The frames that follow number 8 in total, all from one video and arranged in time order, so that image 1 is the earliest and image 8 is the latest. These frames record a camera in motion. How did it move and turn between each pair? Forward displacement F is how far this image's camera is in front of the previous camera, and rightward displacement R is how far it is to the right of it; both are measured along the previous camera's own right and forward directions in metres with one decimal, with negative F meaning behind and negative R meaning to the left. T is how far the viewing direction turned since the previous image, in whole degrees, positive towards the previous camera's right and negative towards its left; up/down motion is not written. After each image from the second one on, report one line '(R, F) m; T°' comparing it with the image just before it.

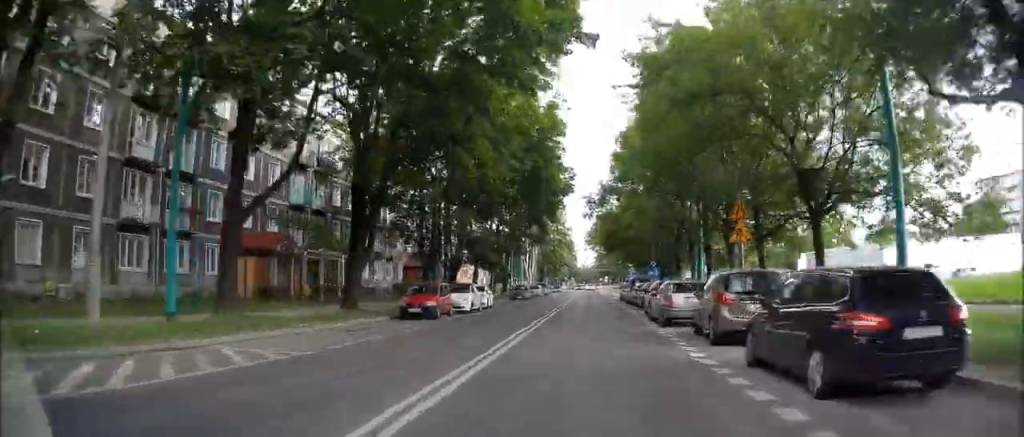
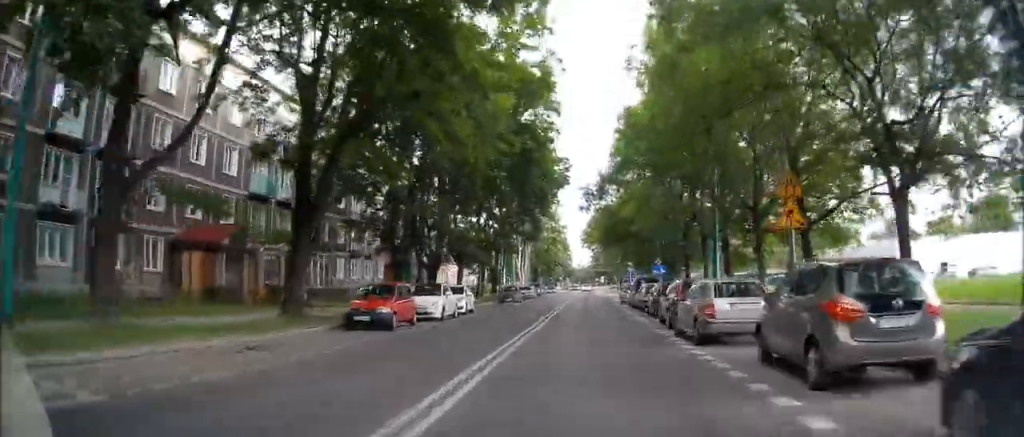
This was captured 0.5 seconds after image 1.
(0.0, +5.6) m; -1°
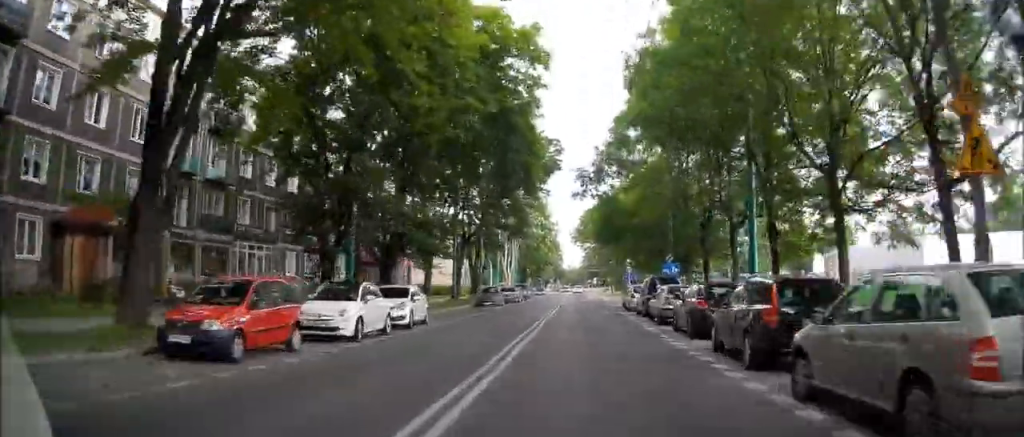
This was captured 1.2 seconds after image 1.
(-0.2, +9.2) m; -1°
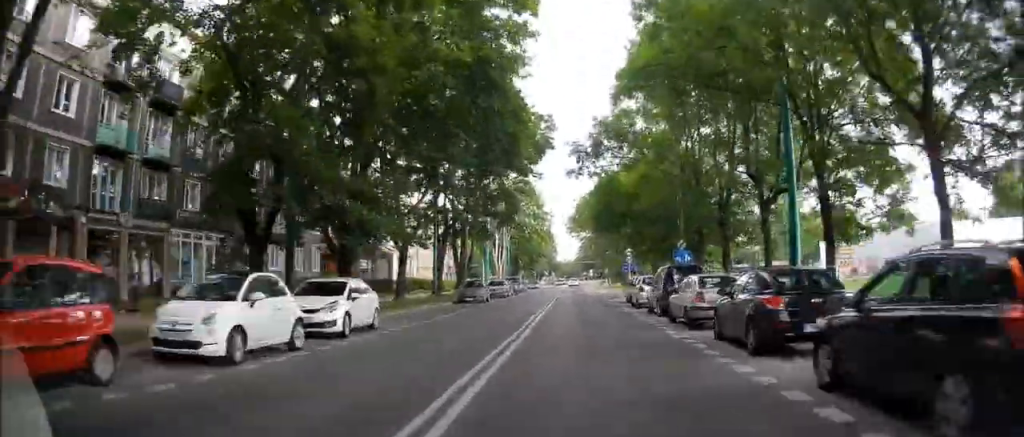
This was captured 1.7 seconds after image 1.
(0.0, +5.9) m; 0°
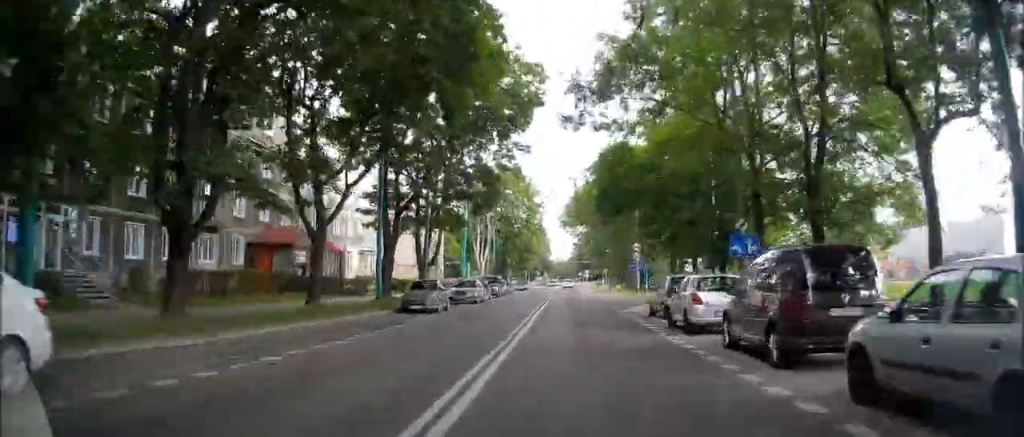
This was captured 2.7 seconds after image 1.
(+0.1, +13.1) m; +1°
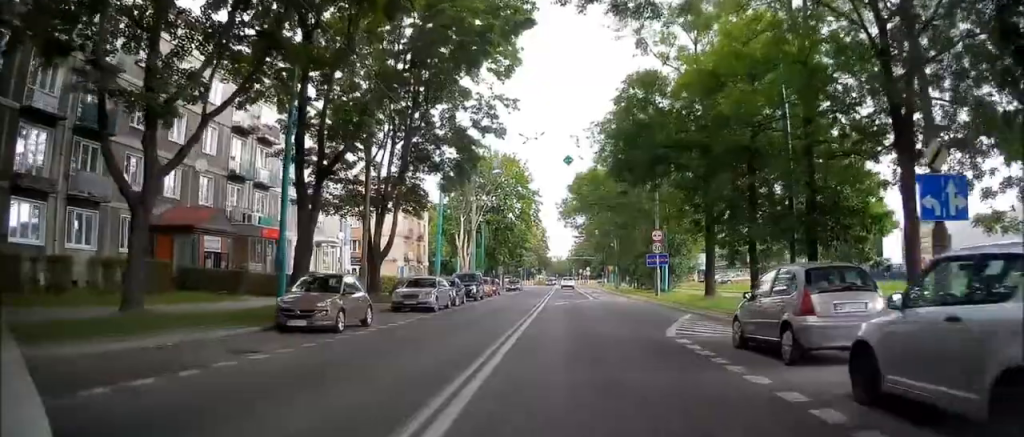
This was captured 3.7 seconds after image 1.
(+0.1, +12.5) m; +1°
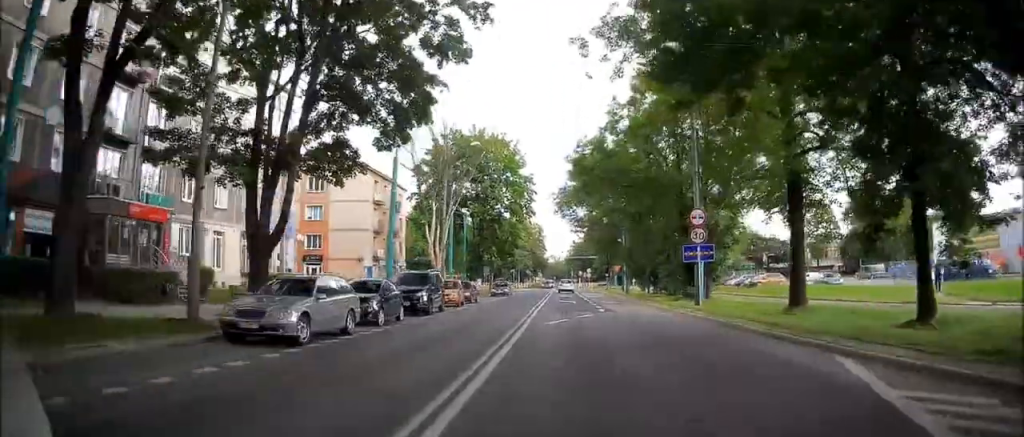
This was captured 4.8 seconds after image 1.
(+0.2, +13.6) m; +1°
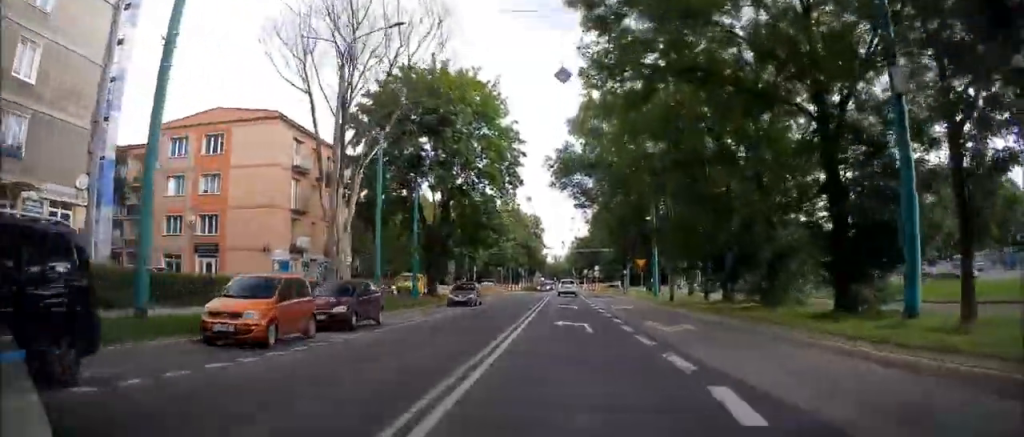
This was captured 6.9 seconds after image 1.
(+0.1, +23.0) m; -1°
